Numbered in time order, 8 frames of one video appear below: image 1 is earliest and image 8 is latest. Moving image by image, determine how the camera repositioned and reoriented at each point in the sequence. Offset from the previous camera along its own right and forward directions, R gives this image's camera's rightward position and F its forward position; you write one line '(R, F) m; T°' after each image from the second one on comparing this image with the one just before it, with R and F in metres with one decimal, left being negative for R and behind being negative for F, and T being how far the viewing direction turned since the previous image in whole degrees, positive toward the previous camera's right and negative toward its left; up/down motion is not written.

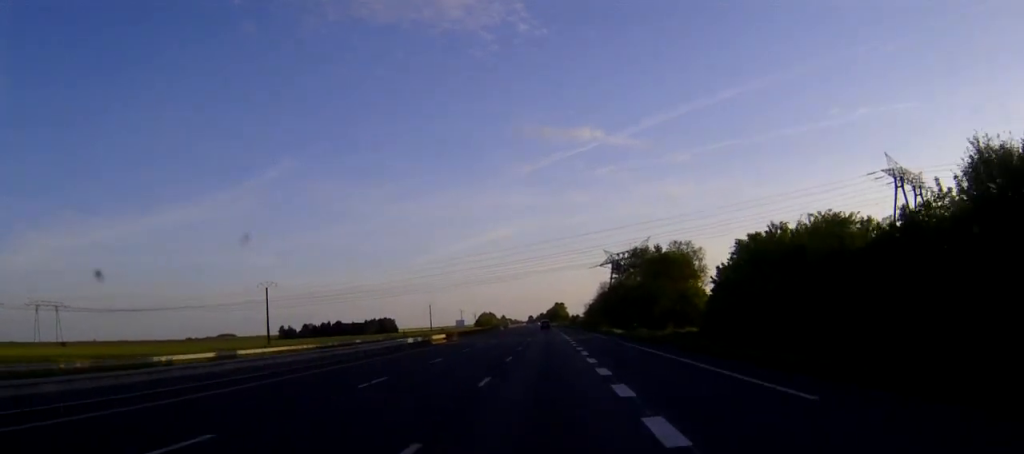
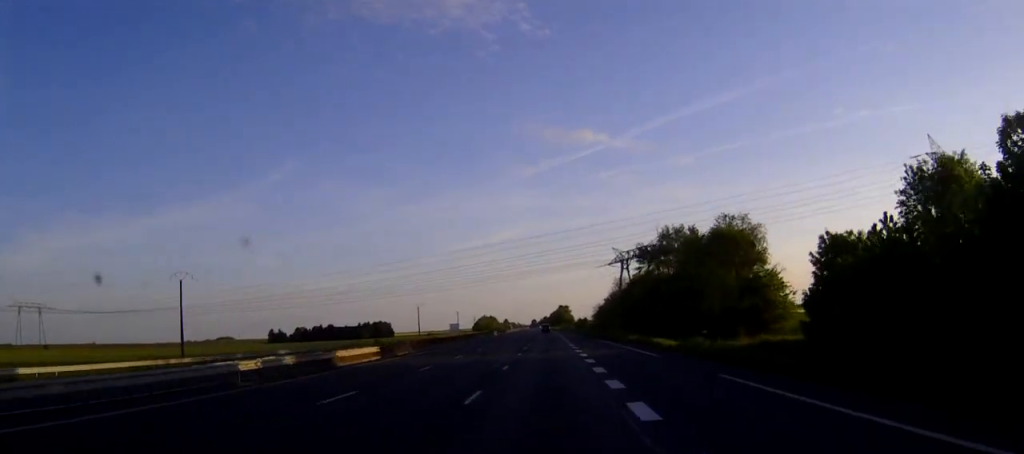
(-0.1, +29.9) m; 0°
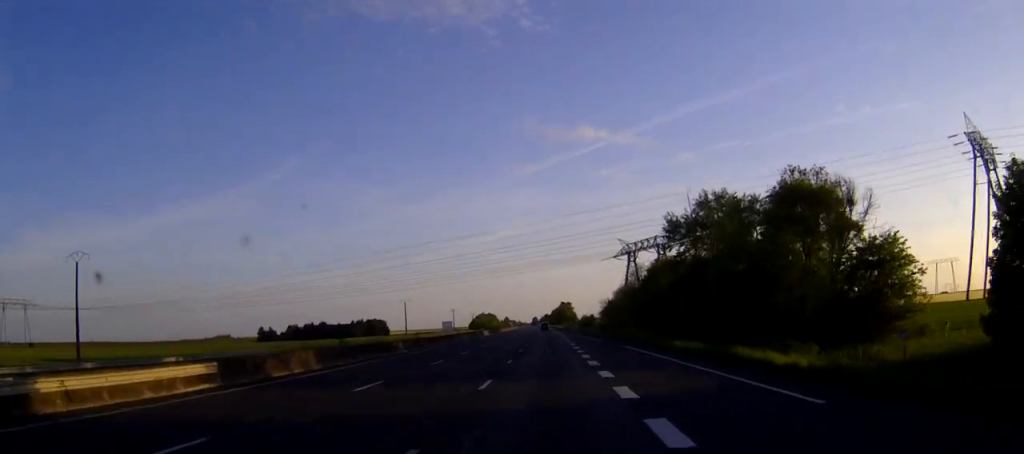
(0.0, +22.6) m; 0°
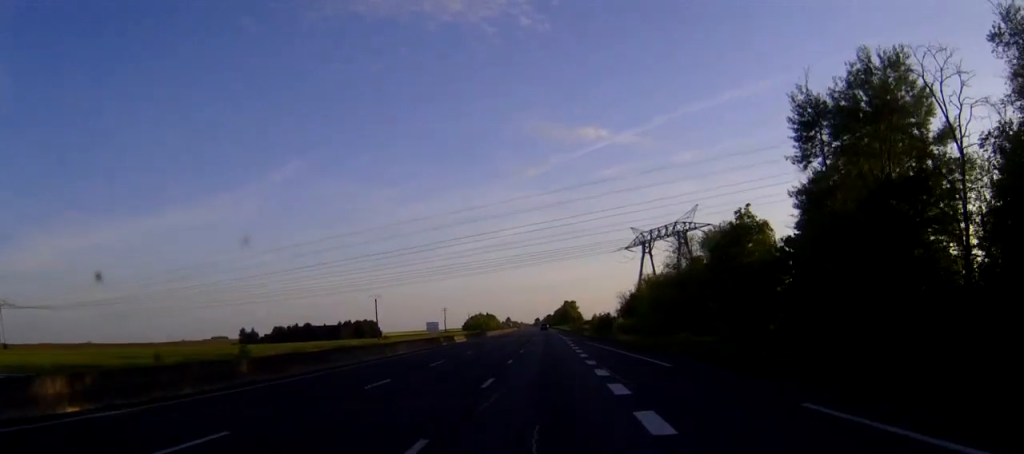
(0.0, +38.0) m; 0°
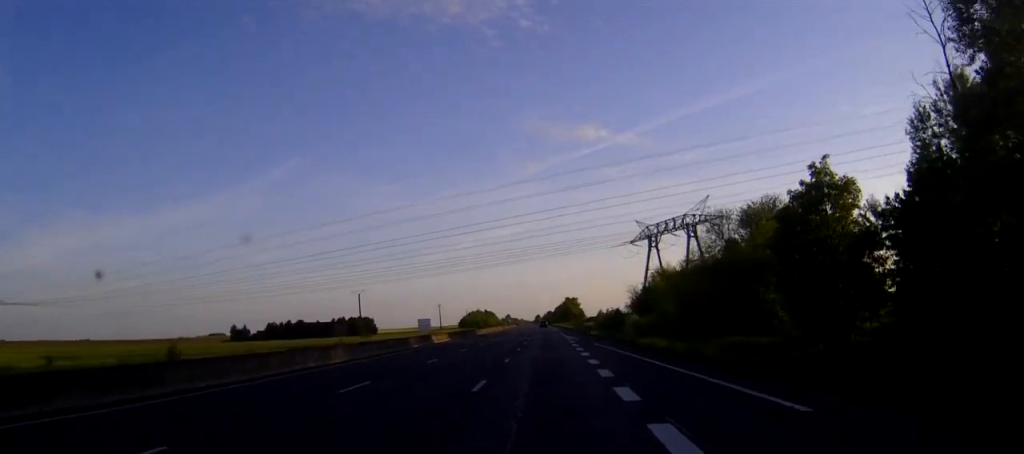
(0.0, +15.4) m; 0°
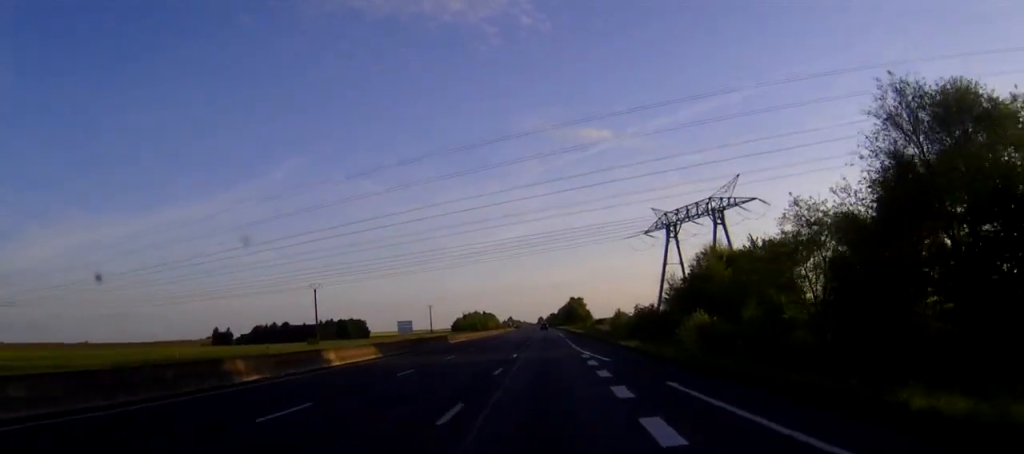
(-0.1, +31.9) m; 0°
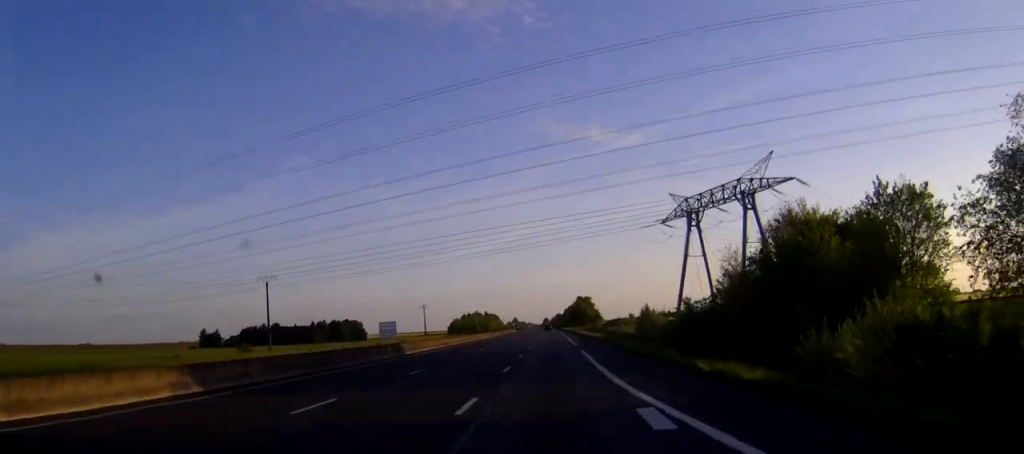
(-0.1, +24.6) m; 0°
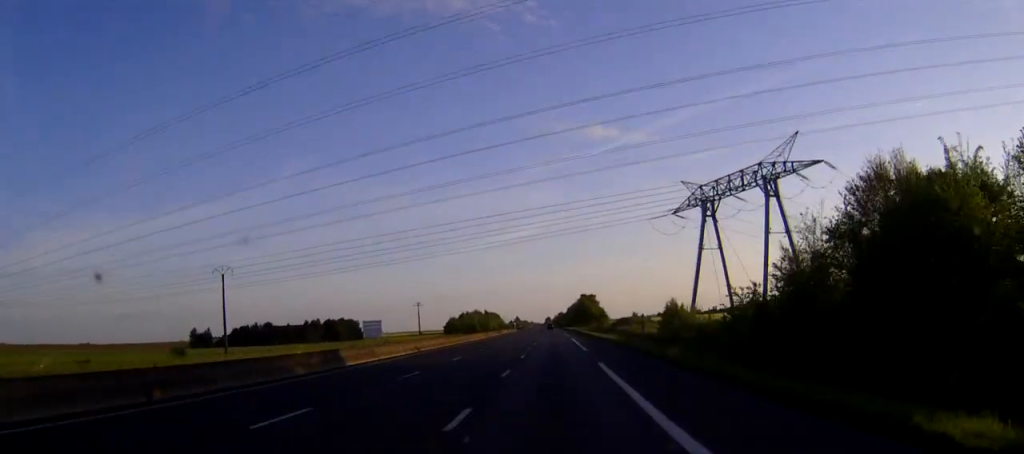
(0.0, +15.4) m; 0°
